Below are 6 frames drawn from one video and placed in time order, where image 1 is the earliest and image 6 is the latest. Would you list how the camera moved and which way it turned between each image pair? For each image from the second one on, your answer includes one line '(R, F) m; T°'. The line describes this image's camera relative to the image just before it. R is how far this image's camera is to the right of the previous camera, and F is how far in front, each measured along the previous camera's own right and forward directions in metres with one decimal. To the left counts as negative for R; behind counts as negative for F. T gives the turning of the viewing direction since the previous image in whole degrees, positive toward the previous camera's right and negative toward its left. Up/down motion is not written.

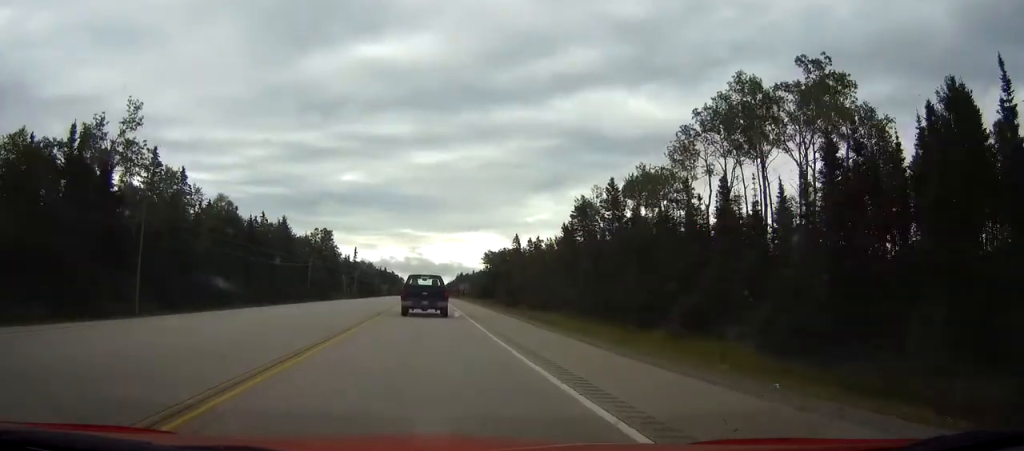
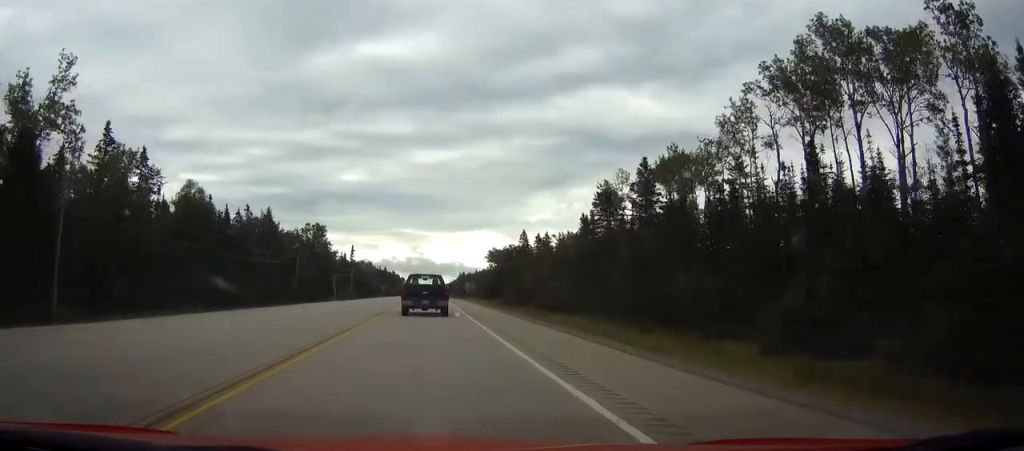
(0.0, +12.9) m; 0°
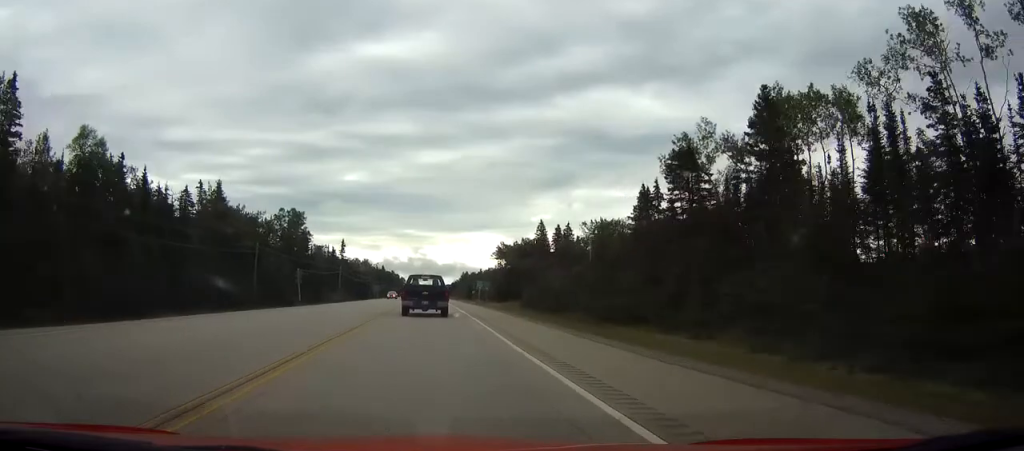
(-0.2, +27.7) m; 0°
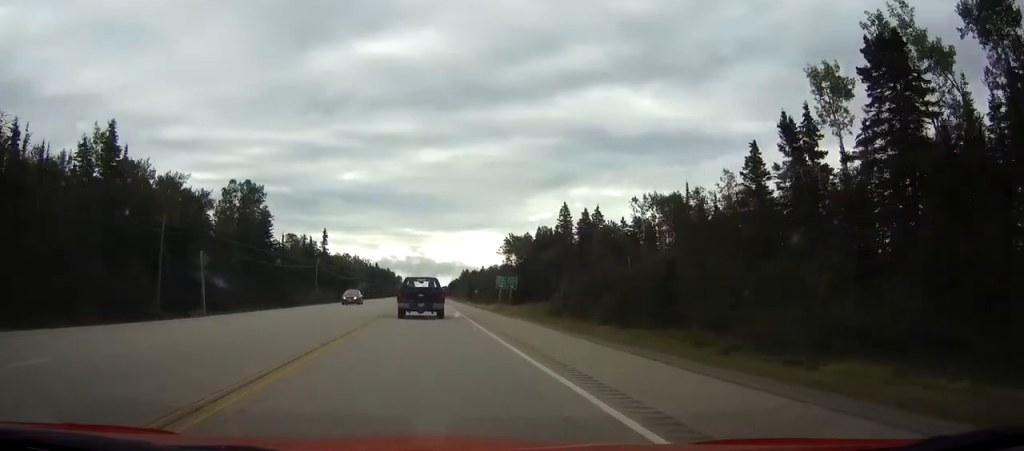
(+0.1, +30.7) m; +1°
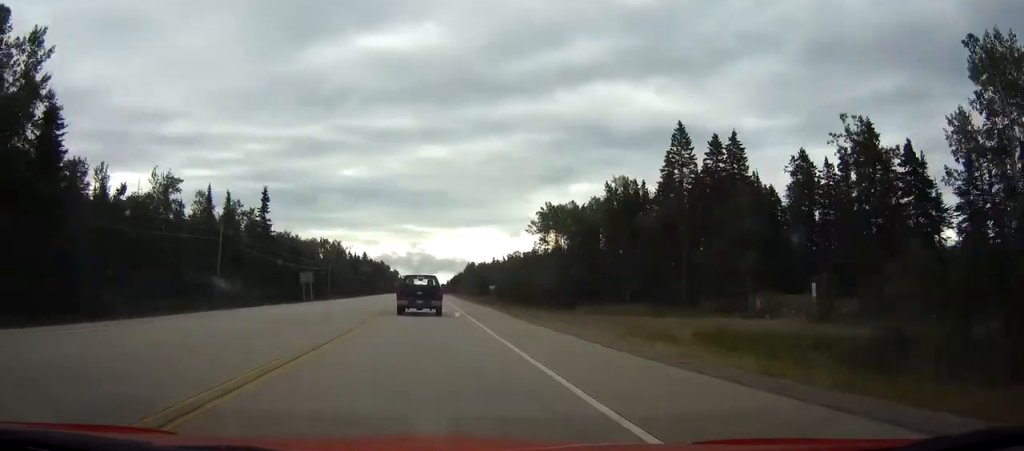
(-0.1, +61.8) m; -1°
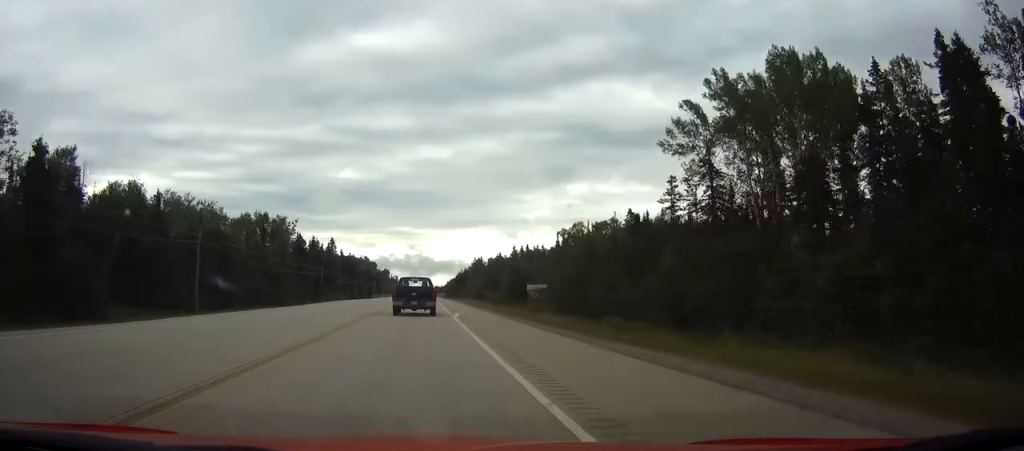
(+0.6, +84.8) m; +1°
